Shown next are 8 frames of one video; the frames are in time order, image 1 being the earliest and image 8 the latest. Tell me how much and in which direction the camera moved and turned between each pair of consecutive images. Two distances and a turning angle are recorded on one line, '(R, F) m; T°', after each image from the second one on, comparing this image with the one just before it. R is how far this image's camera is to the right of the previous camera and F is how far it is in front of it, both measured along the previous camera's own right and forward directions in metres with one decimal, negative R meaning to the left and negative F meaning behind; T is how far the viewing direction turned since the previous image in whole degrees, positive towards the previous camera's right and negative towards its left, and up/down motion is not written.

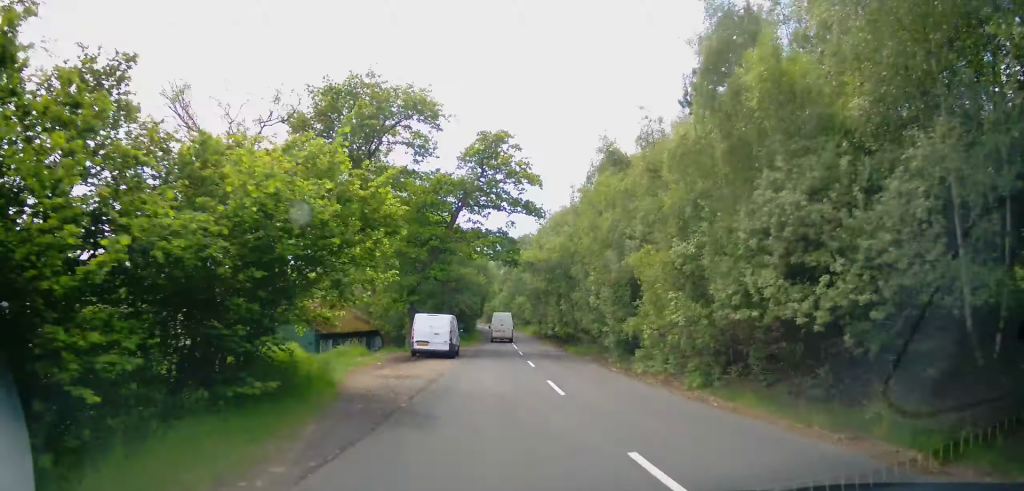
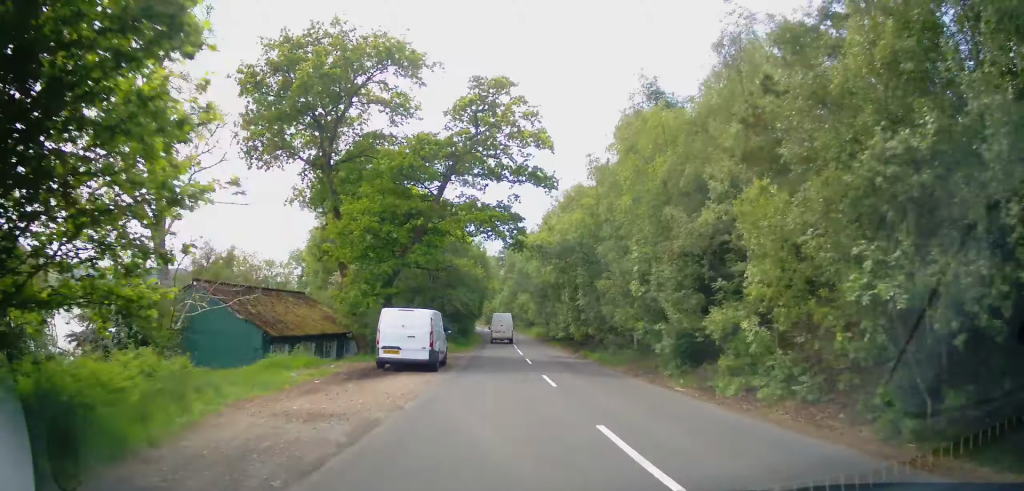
(0.0, +7.7) m; 0°
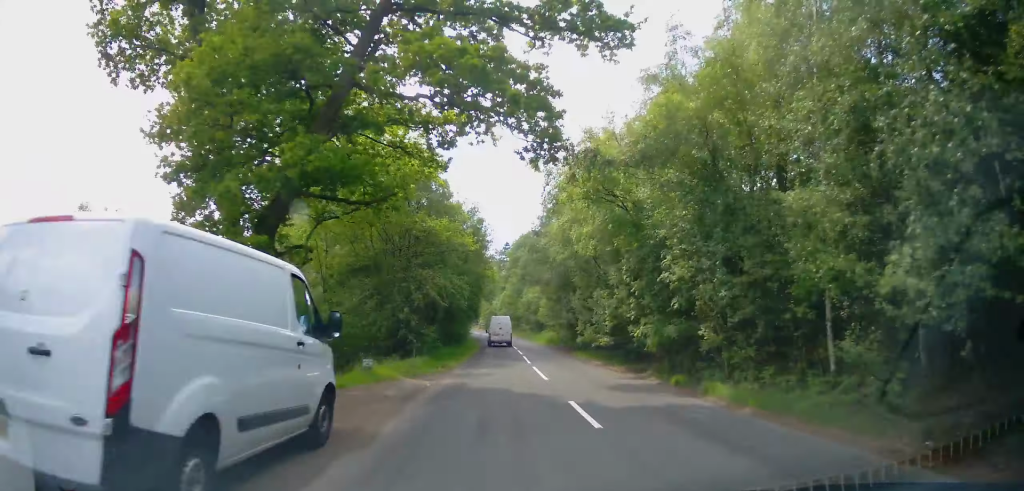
(0.0, +15.5) m; 0°
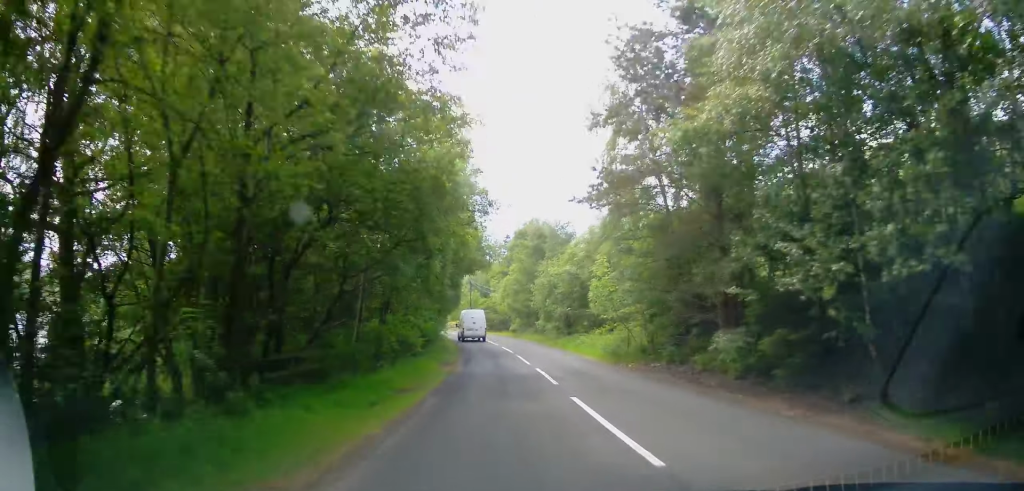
(+0.4, +30.7) m; +1°
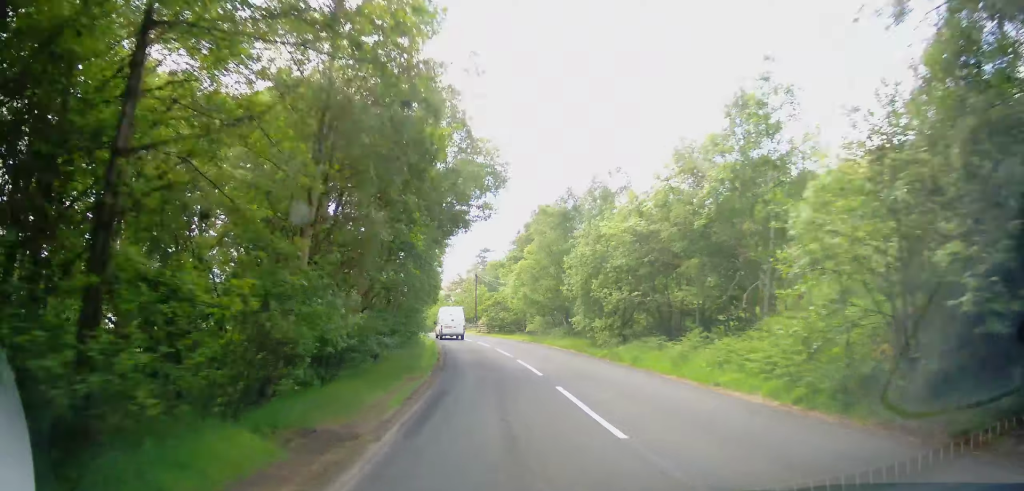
(-0.1, +17.4) m; -2°
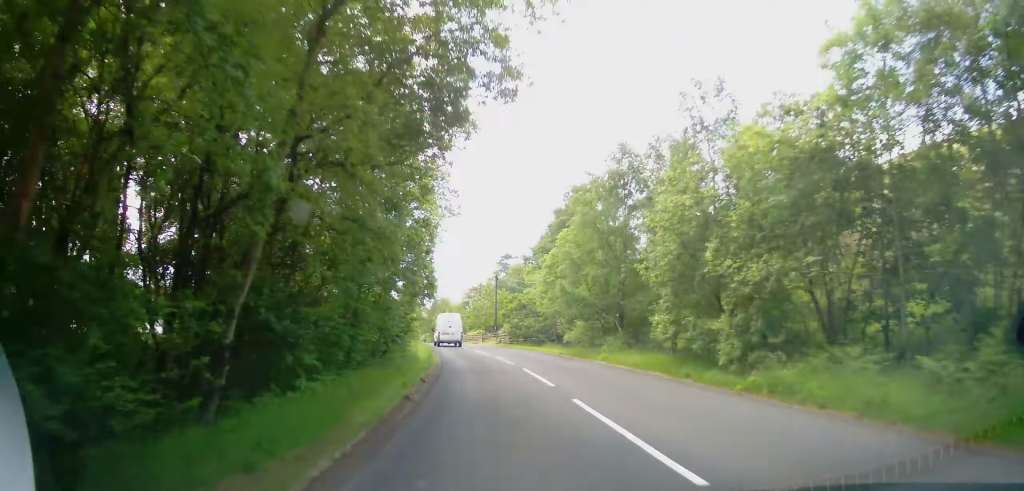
(-0.1, +12.1) m; -2°
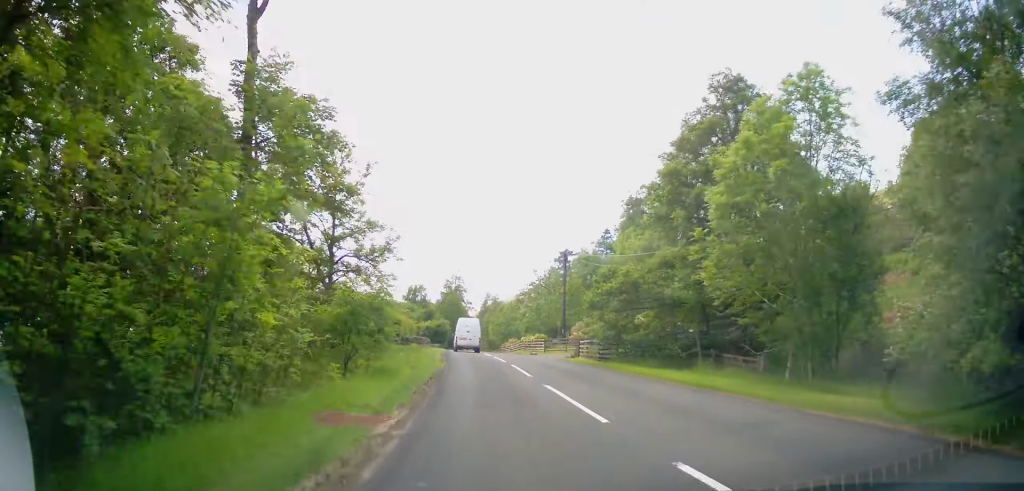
(-1.2, +24.2) m; -5°
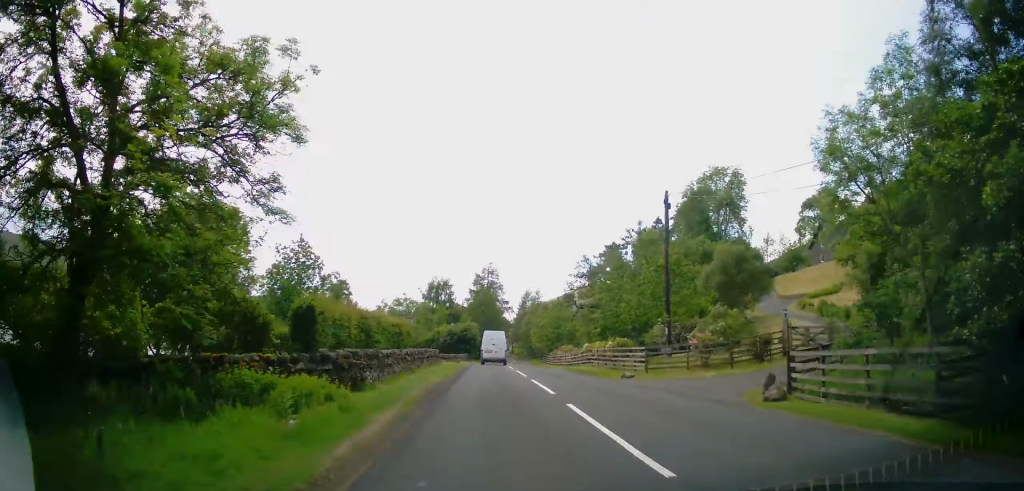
(-0.7, +22.3) m; -3°
